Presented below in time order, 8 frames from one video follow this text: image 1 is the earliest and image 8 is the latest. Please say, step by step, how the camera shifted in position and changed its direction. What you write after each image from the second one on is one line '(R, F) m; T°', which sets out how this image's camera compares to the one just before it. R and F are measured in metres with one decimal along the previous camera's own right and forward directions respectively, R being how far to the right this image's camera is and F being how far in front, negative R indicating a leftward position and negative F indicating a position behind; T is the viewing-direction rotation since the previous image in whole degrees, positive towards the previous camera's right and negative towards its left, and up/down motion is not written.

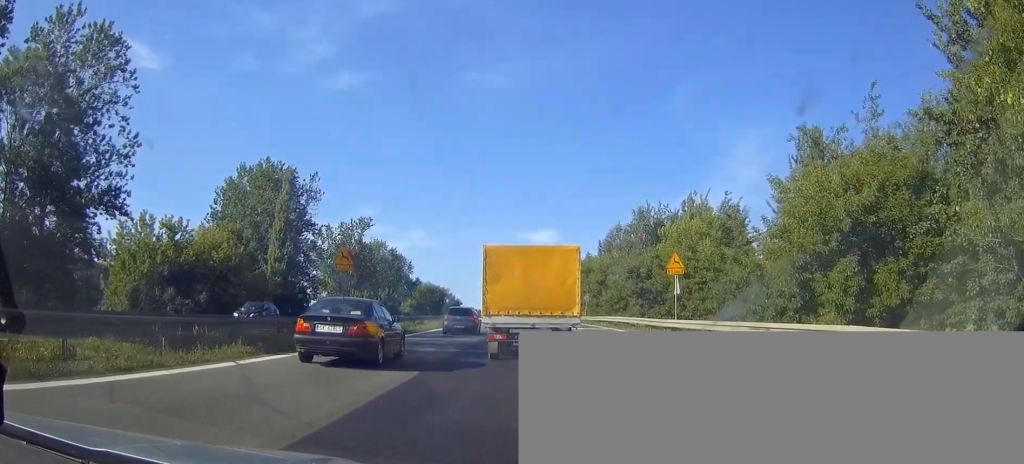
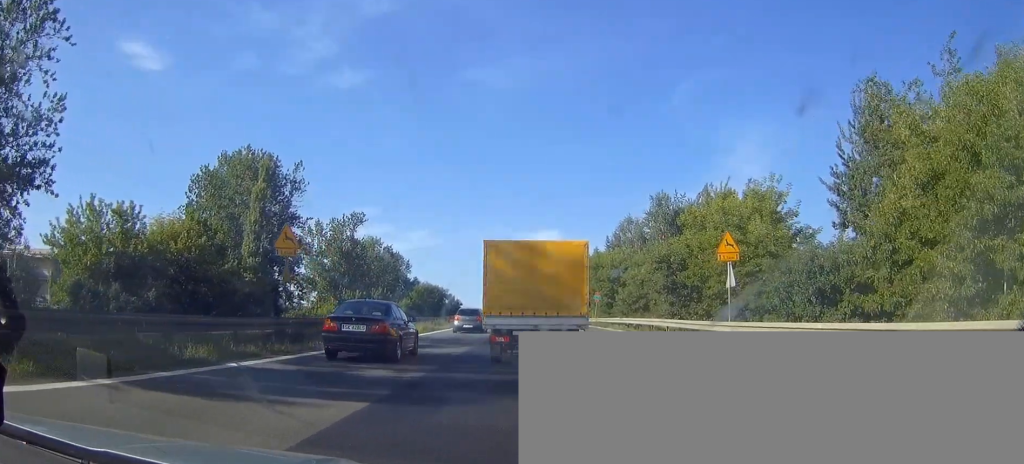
(+0.1, +5.8) m; +1°
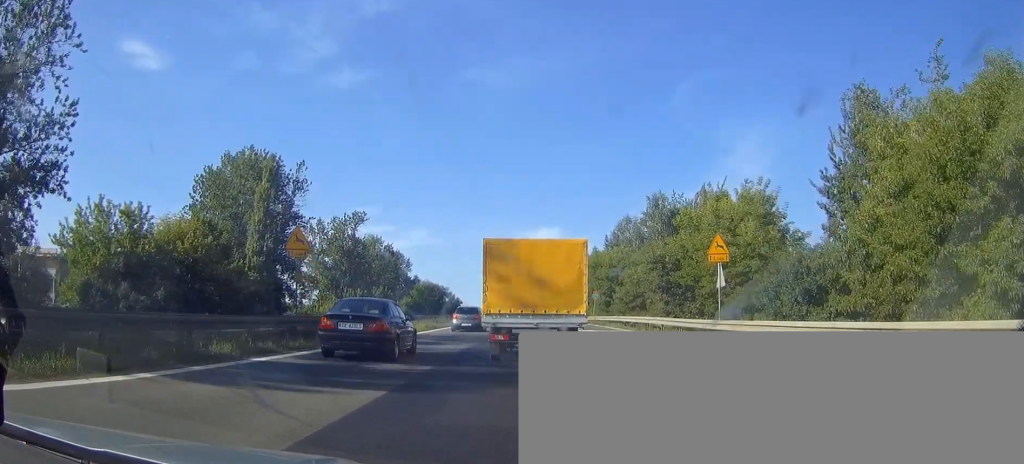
(0.0, +3.1) m; 0°
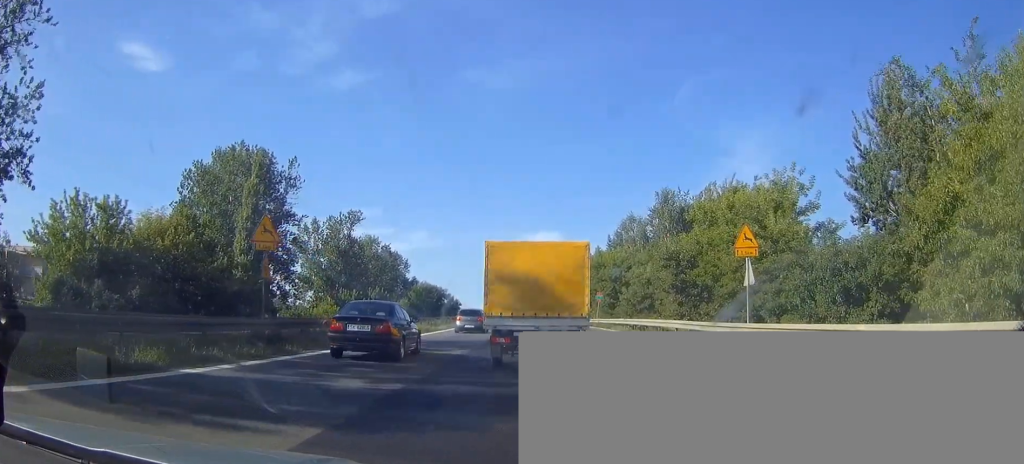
(0.0, +2.8) m; 0°
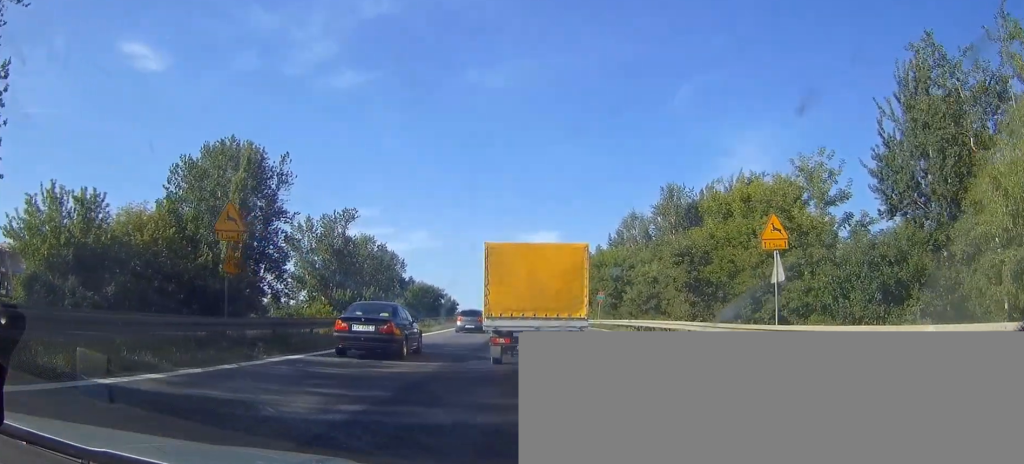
(0.0, +2.6) m; +1°
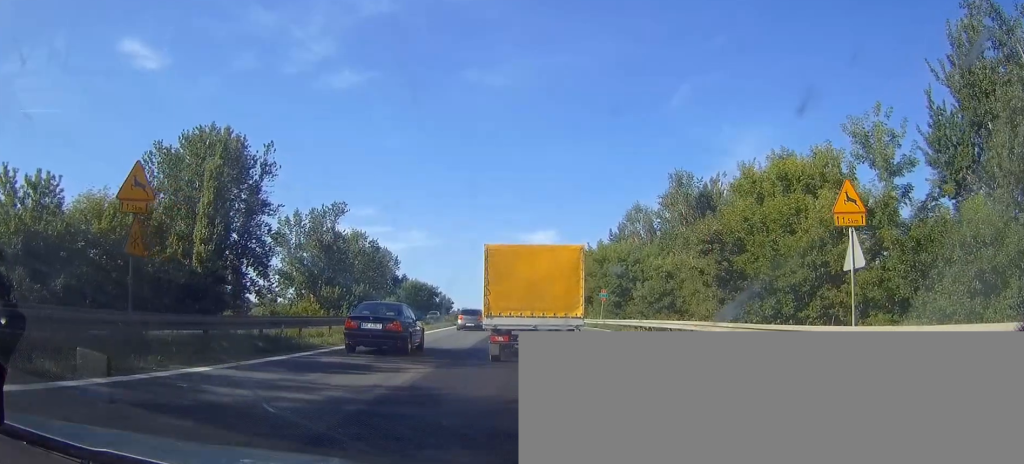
(+0.1, +4.9) m; +1°
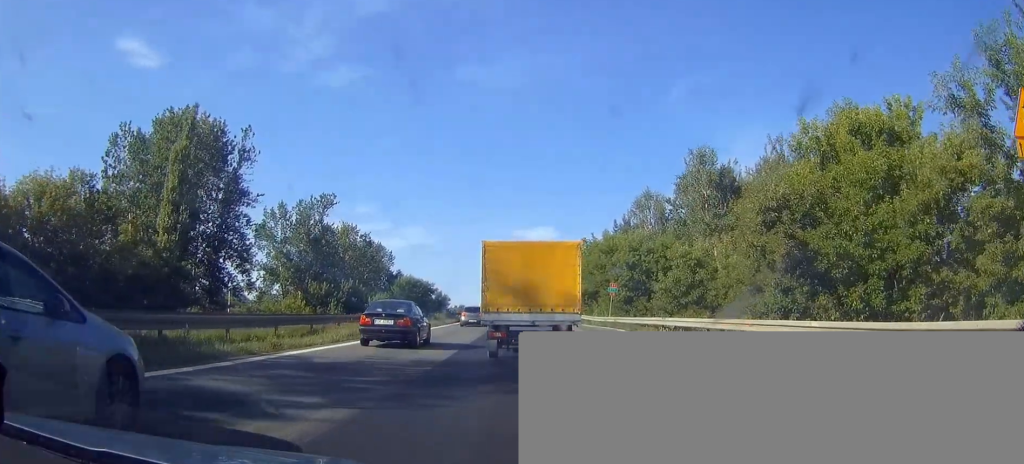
(0.0, +6.5) m; 0°
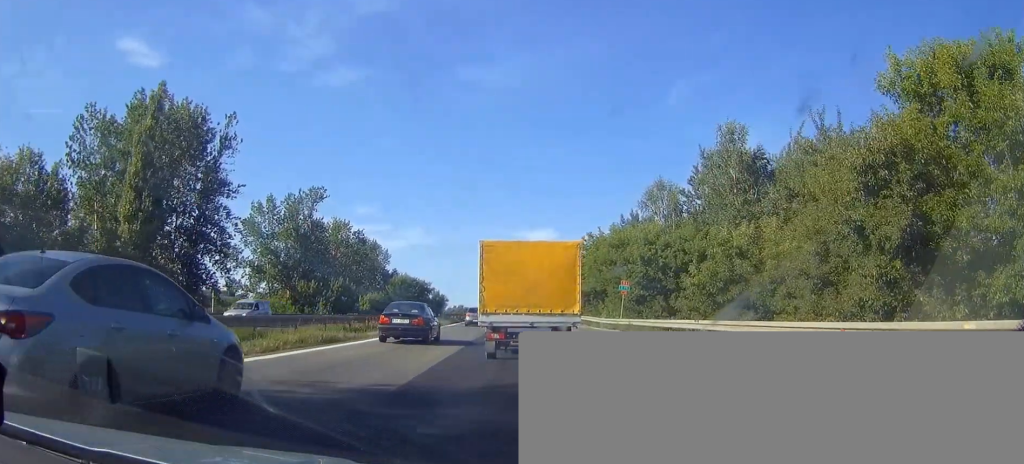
(0.0, +6.2) m; +1°
